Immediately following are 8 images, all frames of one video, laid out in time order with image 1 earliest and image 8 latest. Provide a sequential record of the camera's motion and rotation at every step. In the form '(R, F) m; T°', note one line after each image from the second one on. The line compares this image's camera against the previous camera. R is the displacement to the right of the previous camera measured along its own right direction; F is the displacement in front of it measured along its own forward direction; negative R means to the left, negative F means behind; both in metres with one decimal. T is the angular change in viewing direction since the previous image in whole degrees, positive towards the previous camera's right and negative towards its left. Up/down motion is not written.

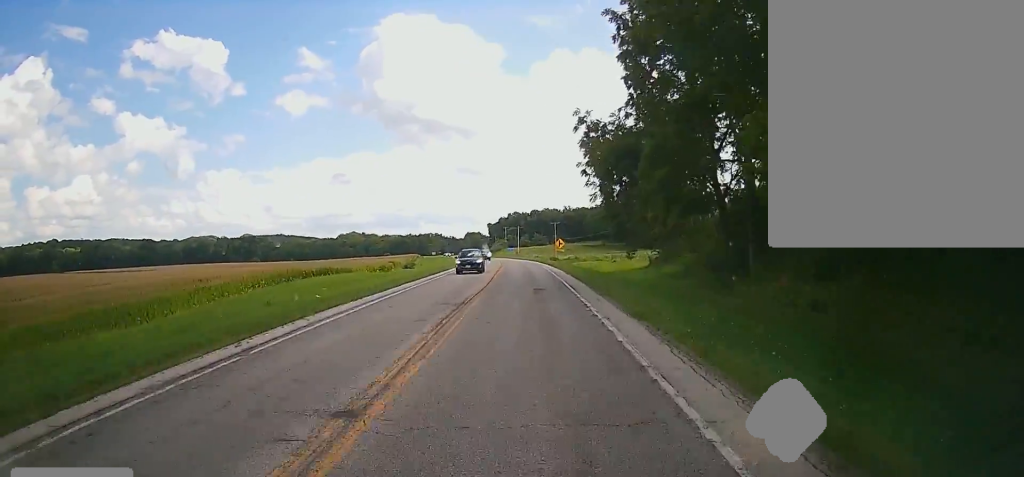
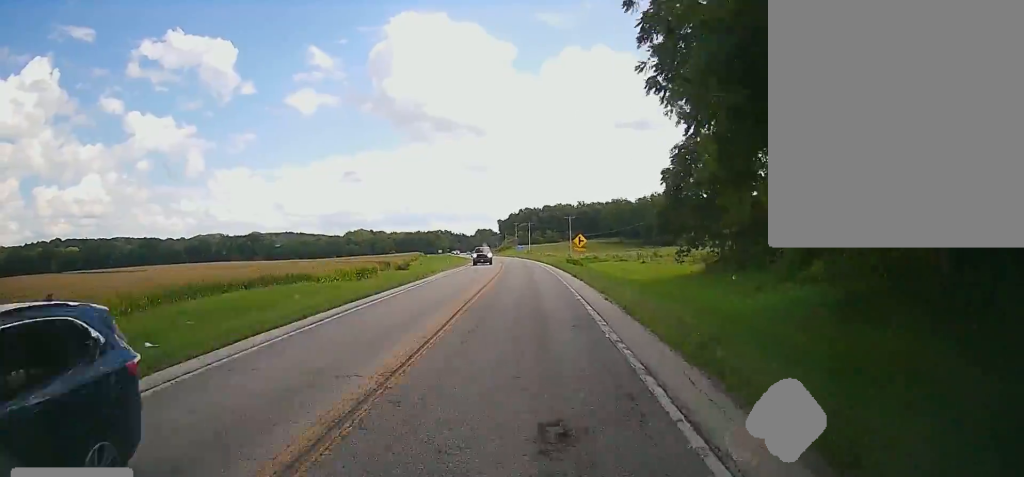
(0.0, +19.8) m; 0°
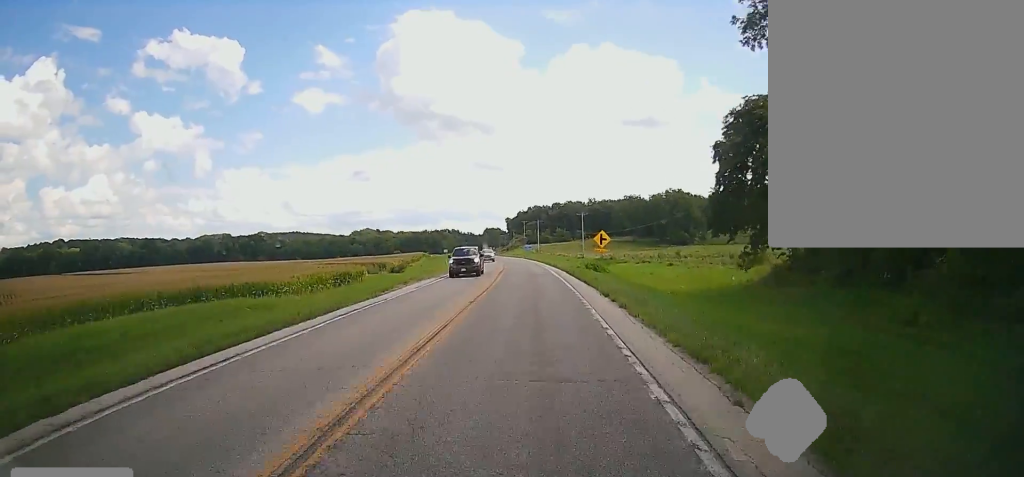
(0.0, +13.6) m; 0°
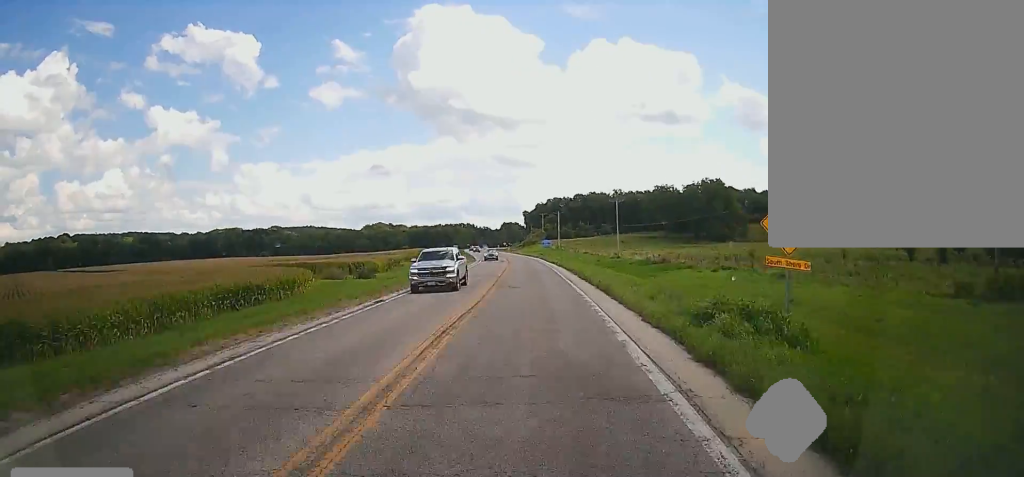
(-0.9, +31.9) m; -4°
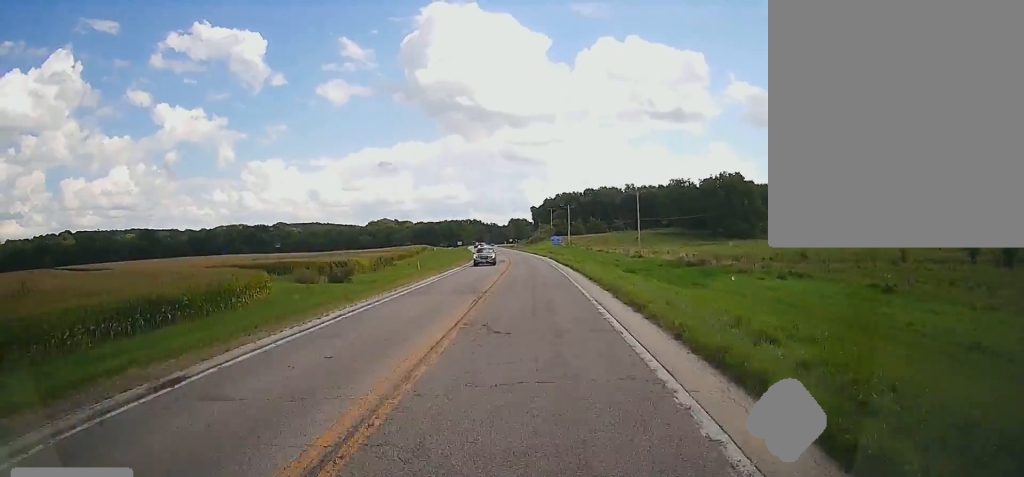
(-0.3, +14.7) m; -1°
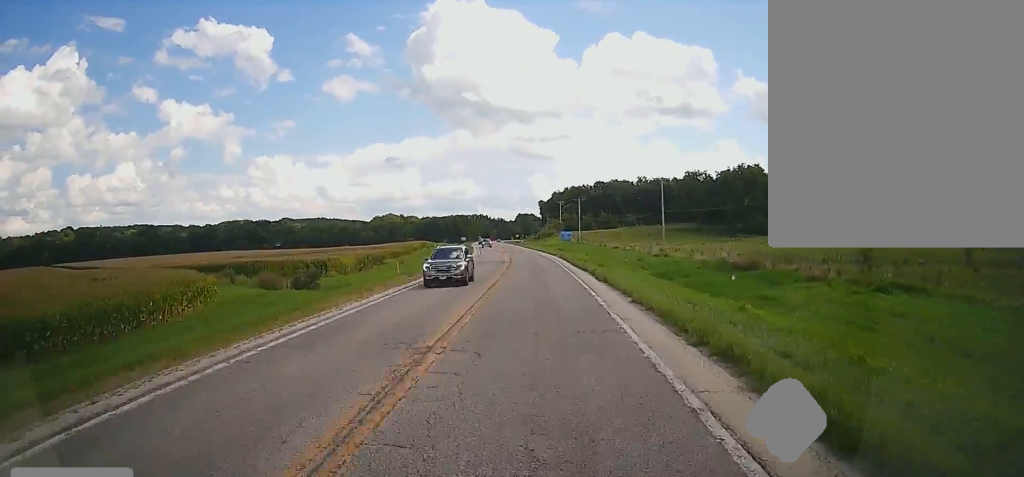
(0.0, +13.2) m; 0°
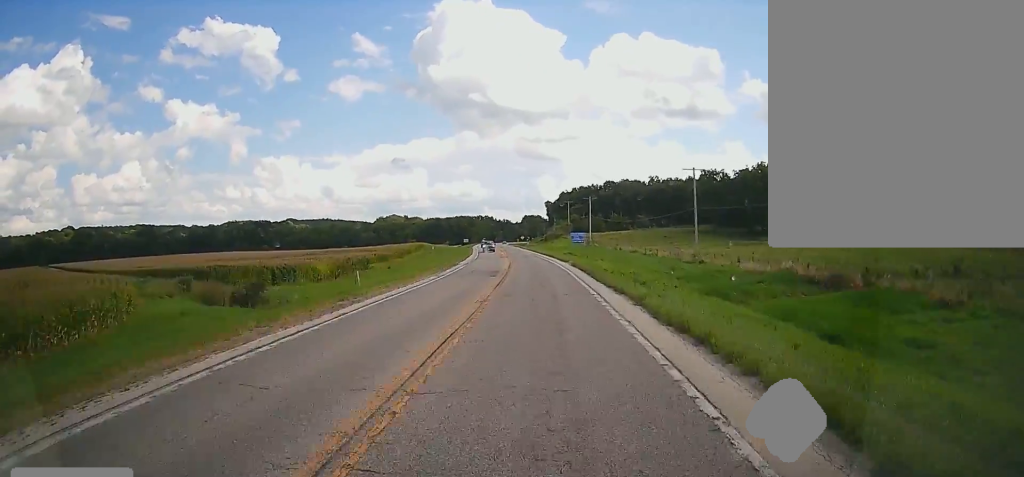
(0.0, +14.7) m; 0°
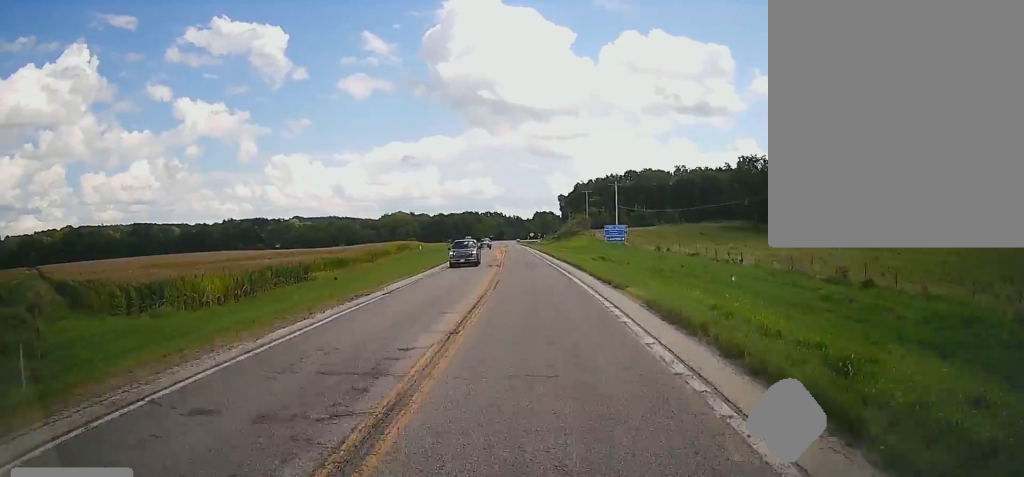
(0.0, +31.4) m; -1°
